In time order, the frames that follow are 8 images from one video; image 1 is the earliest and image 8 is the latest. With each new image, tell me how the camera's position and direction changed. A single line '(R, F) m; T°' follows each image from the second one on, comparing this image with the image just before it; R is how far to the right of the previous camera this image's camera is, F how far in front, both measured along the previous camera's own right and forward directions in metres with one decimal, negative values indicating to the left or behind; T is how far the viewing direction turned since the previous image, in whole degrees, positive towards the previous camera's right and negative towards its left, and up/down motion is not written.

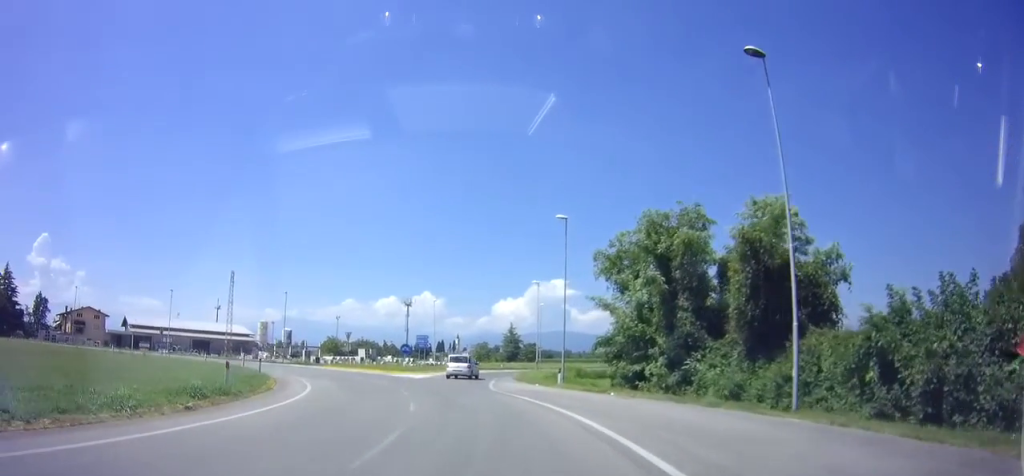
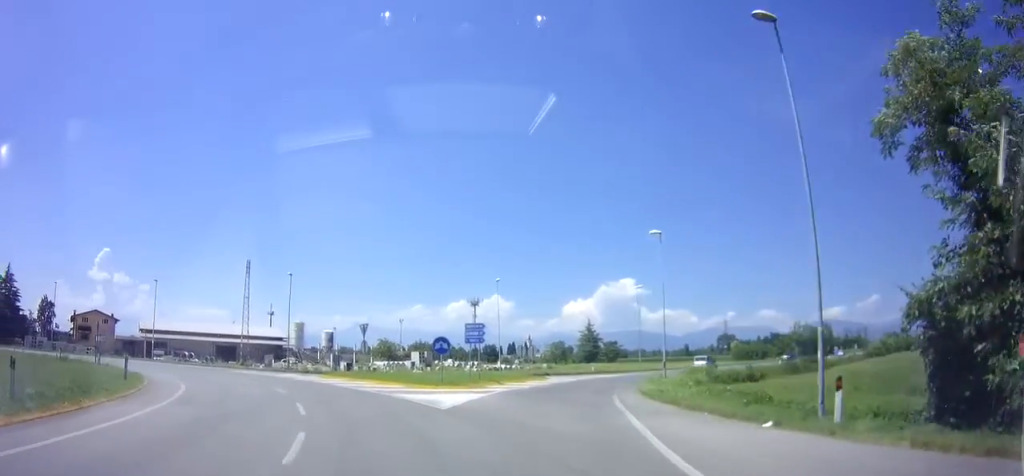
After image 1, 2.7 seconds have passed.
(-2.9, +21.7) m; -23°
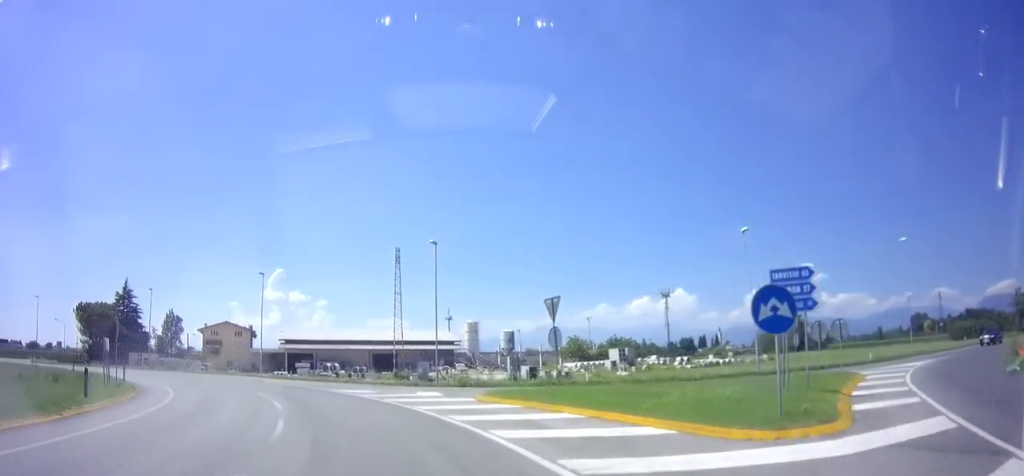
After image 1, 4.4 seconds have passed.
(-3.8, +17.7) m; -21°
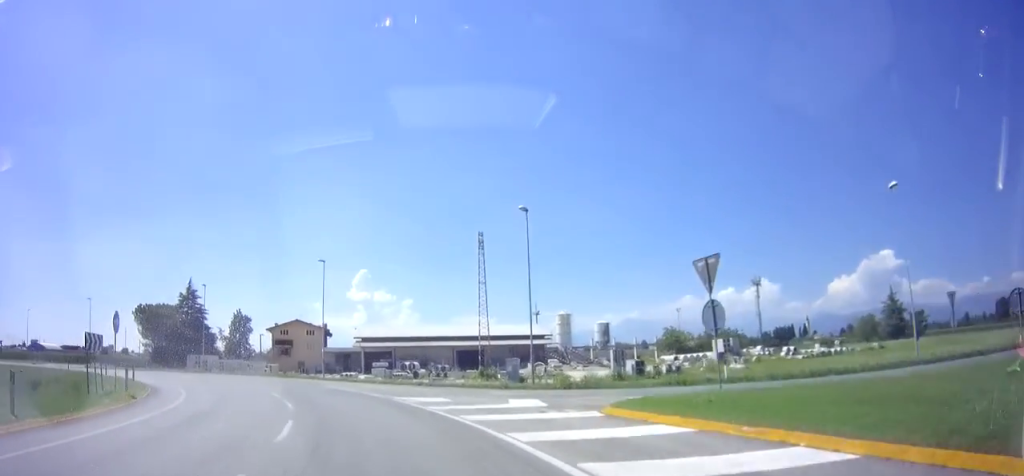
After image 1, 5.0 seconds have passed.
(-0.4, +6.6) m; -8°
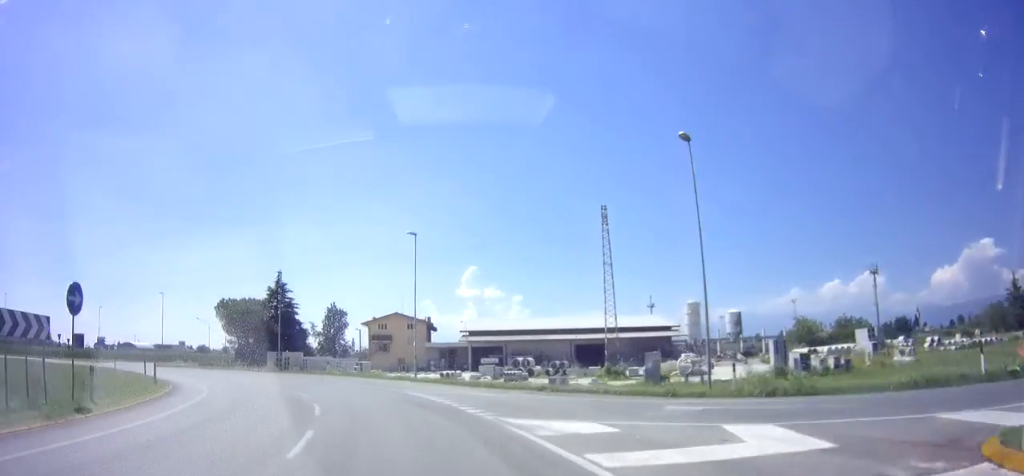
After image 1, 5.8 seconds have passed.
(-0.4, +8.4) m; -11°
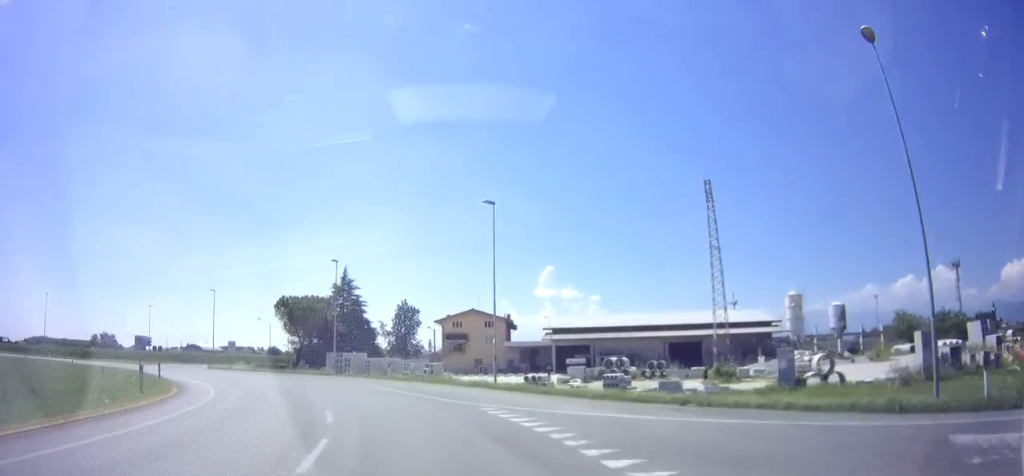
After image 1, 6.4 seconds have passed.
(-0.9, +7.0) m; -9°
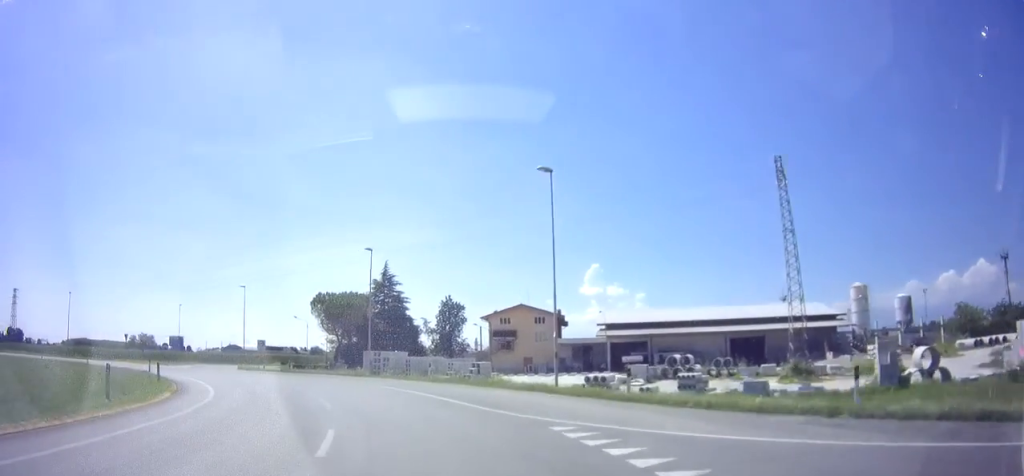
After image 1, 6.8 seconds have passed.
(-0.3, +4.9) m; -6°
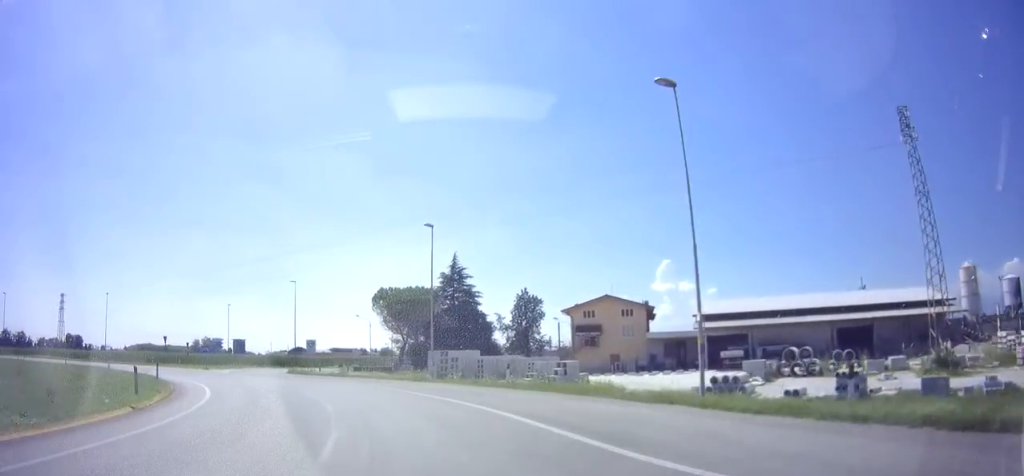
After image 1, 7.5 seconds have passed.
(-0.3, +7.3) m; -7°
